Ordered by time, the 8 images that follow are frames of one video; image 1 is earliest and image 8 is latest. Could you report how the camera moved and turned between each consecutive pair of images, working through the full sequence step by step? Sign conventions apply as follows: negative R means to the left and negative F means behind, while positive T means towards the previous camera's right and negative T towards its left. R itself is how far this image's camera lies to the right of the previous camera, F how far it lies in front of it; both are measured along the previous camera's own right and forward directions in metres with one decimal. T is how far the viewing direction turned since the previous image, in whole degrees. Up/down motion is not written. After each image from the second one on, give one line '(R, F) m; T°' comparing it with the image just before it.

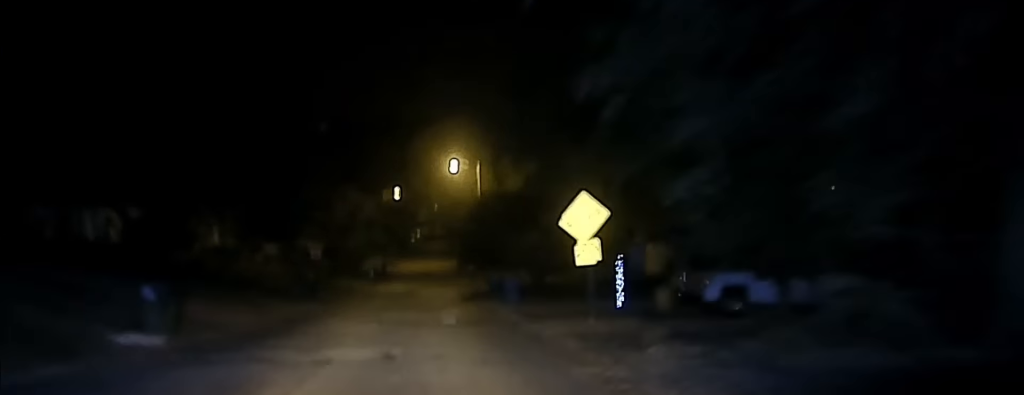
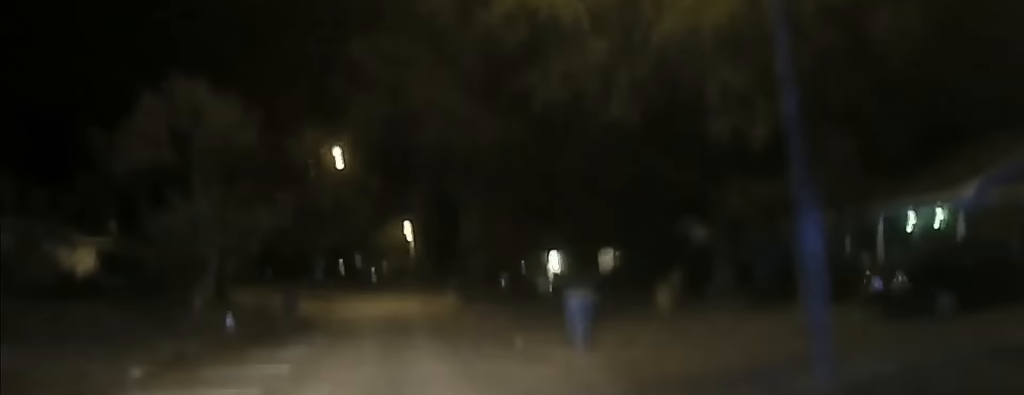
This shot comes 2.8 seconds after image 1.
(+3.0, +59.0) m; +7°
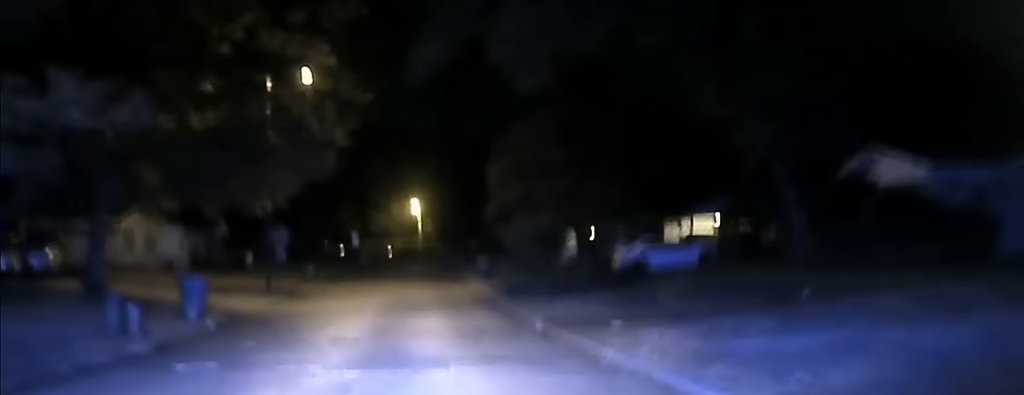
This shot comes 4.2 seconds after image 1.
(+0.2, +19.3) m; -1°
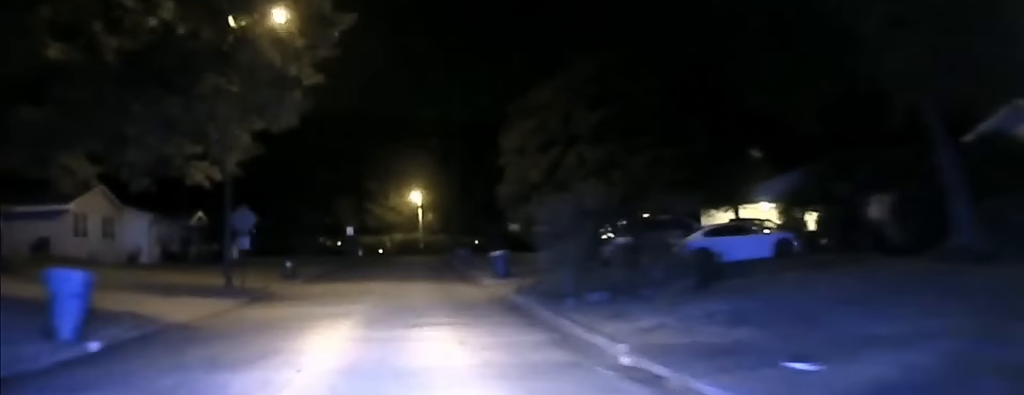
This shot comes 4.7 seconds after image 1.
(-0.1, +7.3) m; -1°
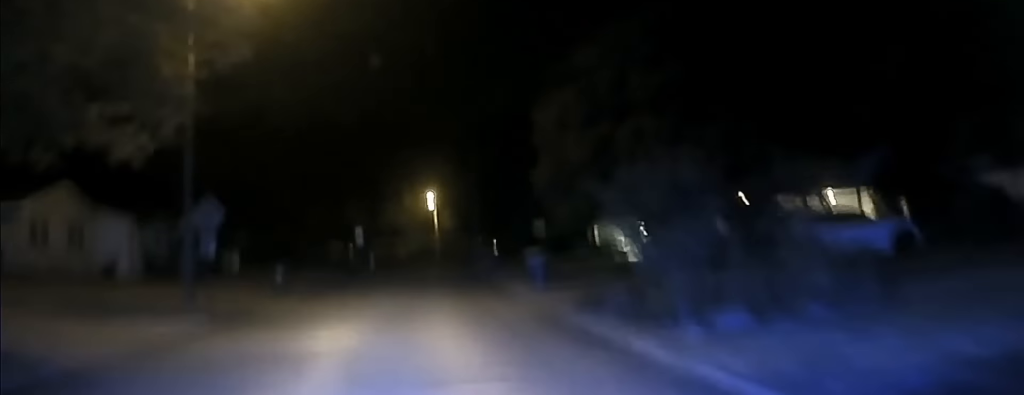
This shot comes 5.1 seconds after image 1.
(-0.1, +6.8) m; 0°
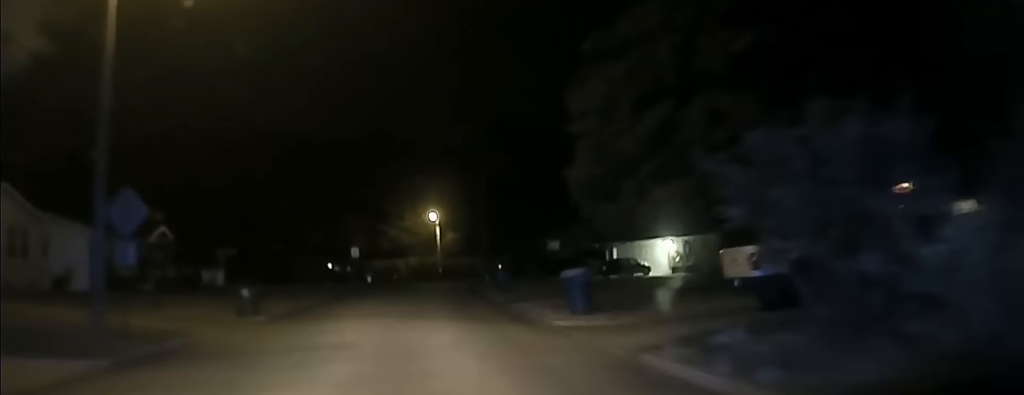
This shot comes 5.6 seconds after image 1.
(0.0, +6.8) m; 0°
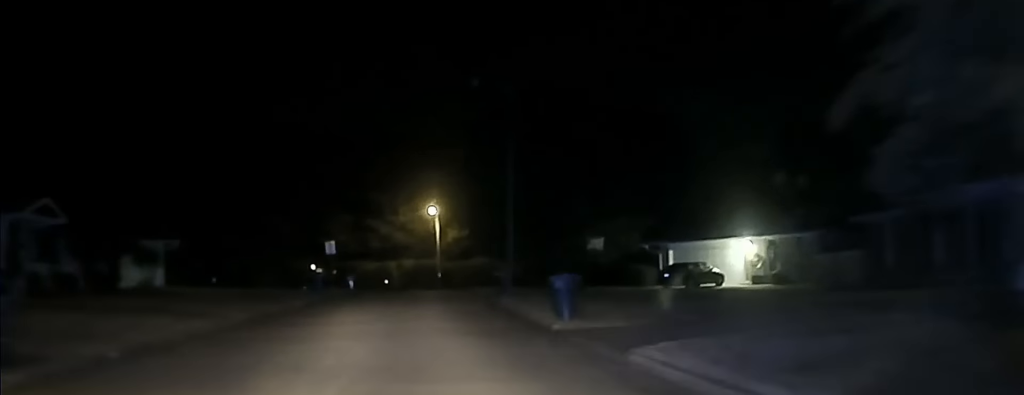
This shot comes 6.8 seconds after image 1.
(0.0, +17.7) m; 0°
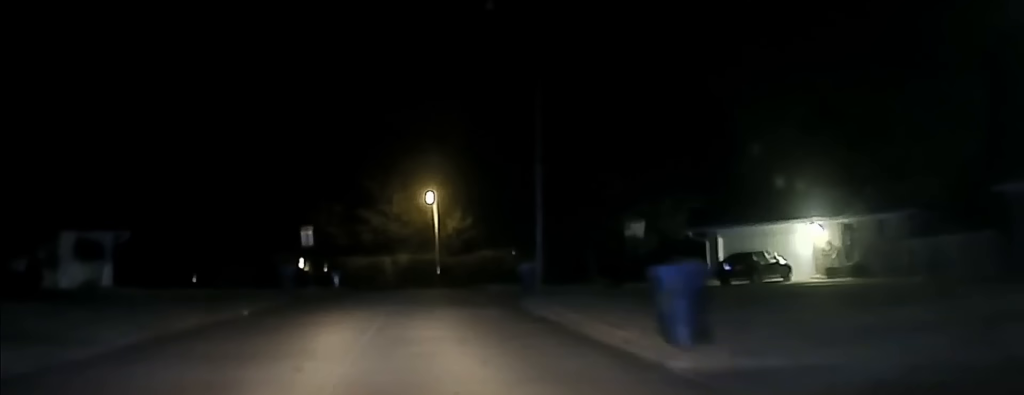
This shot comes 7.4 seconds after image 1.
(0.0, +9.0) m; 0°
